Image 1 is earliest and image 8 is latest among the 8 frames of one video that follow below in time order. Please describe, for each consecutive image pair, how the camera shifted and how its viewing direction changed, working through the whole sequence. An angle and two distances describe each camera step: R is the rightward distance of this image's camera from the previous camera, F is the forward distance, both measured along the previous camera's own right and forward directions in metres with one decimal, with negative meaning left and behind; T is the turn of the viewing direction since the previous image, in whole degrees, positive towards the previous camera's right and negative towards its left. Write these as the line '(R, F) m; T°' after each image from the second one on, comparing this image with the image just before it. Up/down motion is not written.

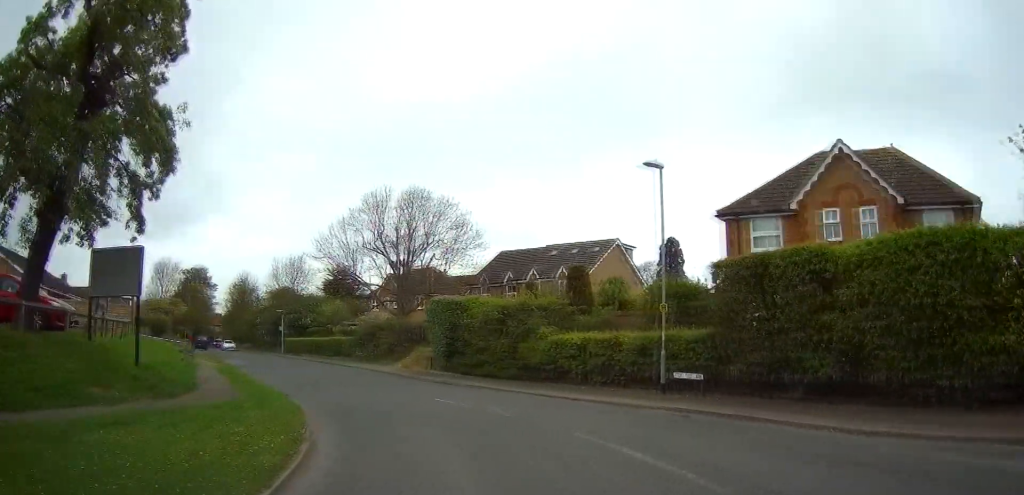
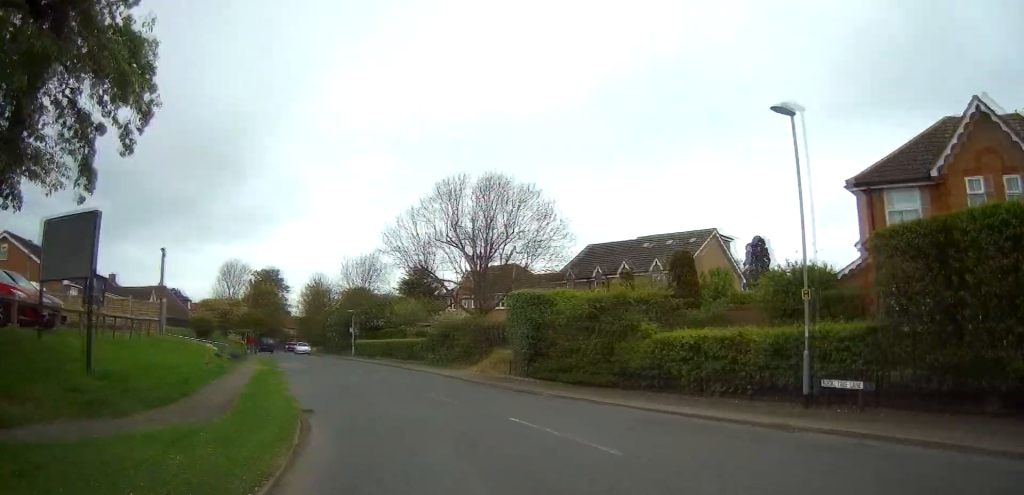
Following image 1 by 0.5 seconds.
(-0.2, +4.6) m; -5°
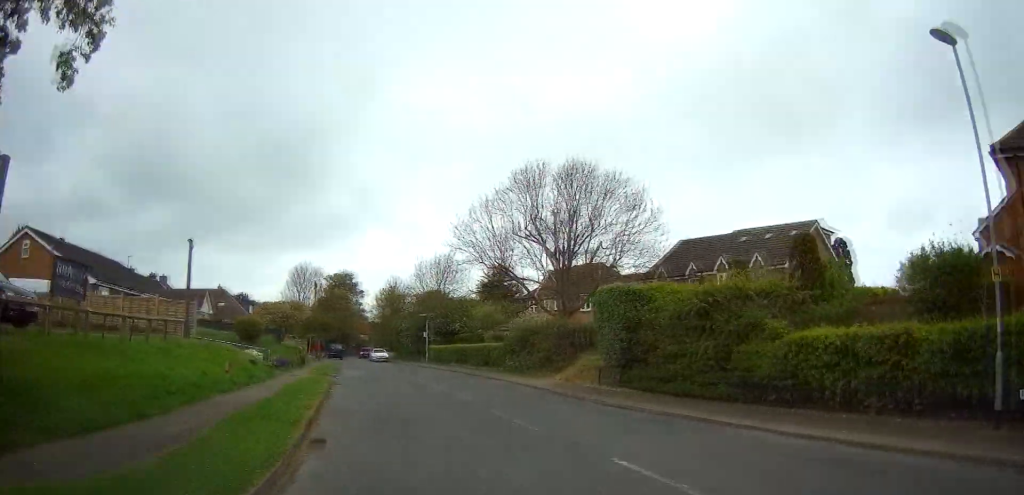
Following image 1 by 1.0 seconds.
(0.0, +4.2) m; -5°
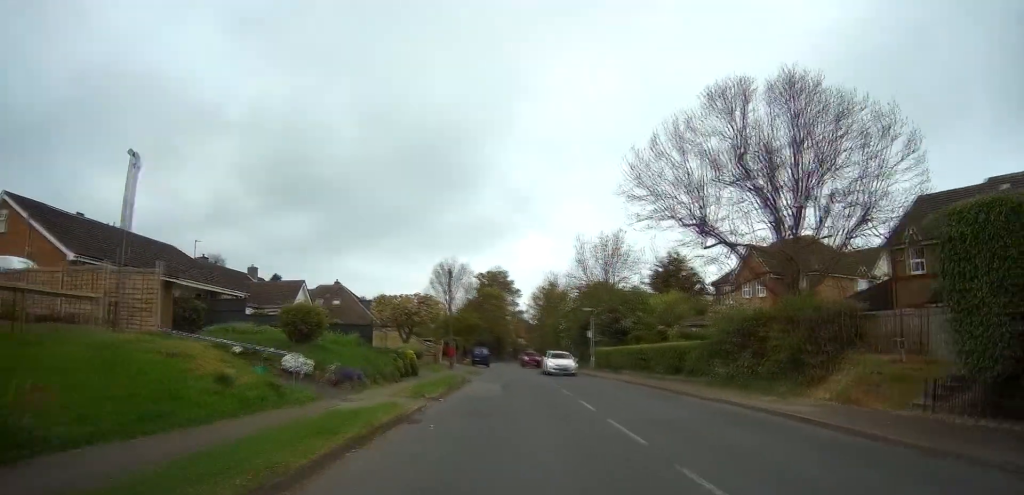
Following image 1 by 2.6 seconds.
(-1.9, +12.9) m; -14°
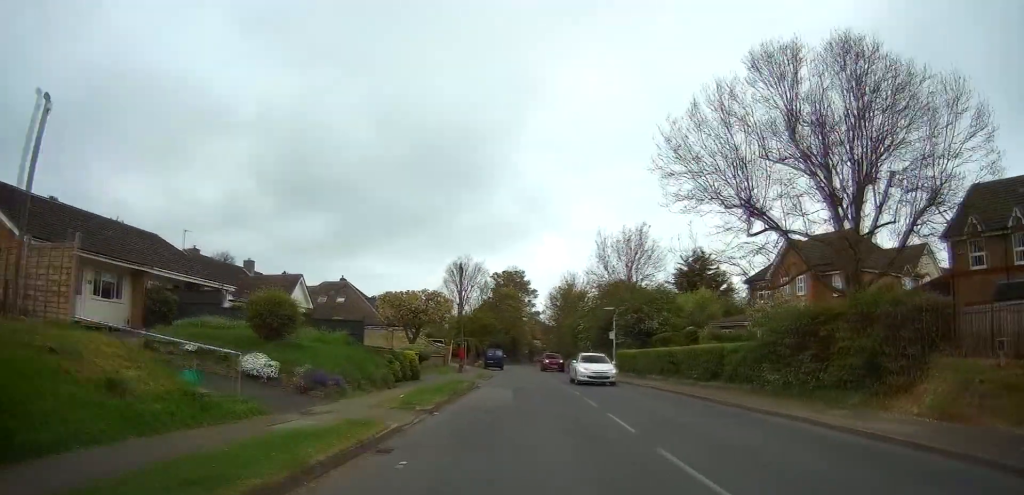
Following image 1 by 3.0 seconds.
(0.0, +3.9) m; -3°
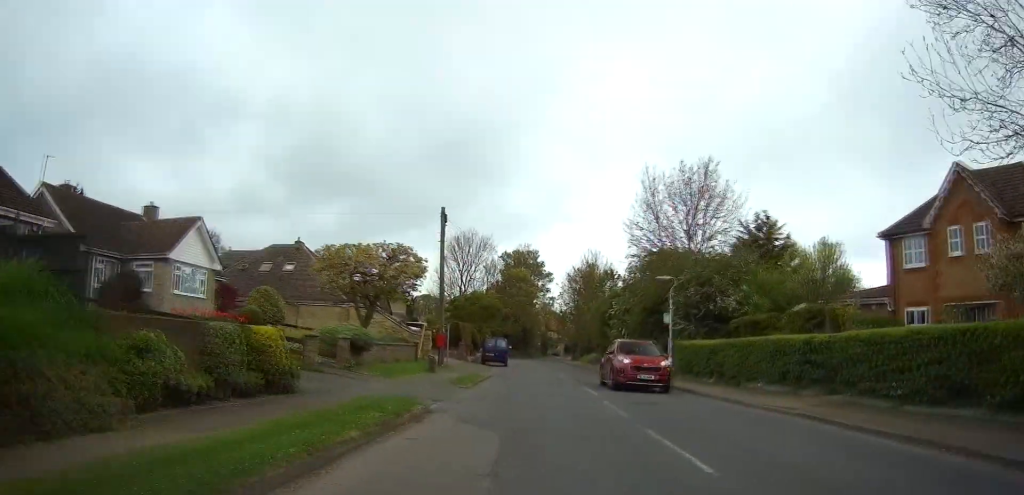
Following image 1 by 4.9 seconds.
(-0.8, +15.5) m; -1°
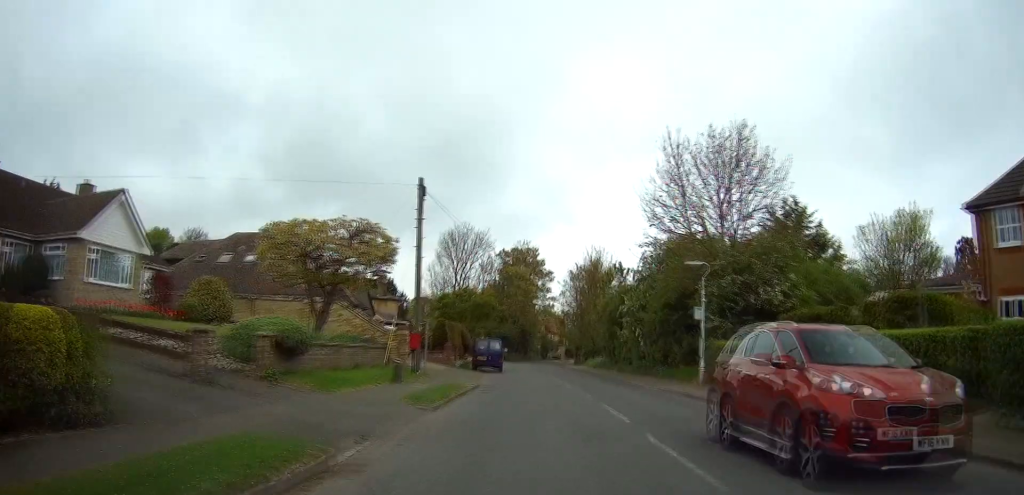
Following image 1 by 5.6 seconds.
(+0.2, +6.2) m; +2°
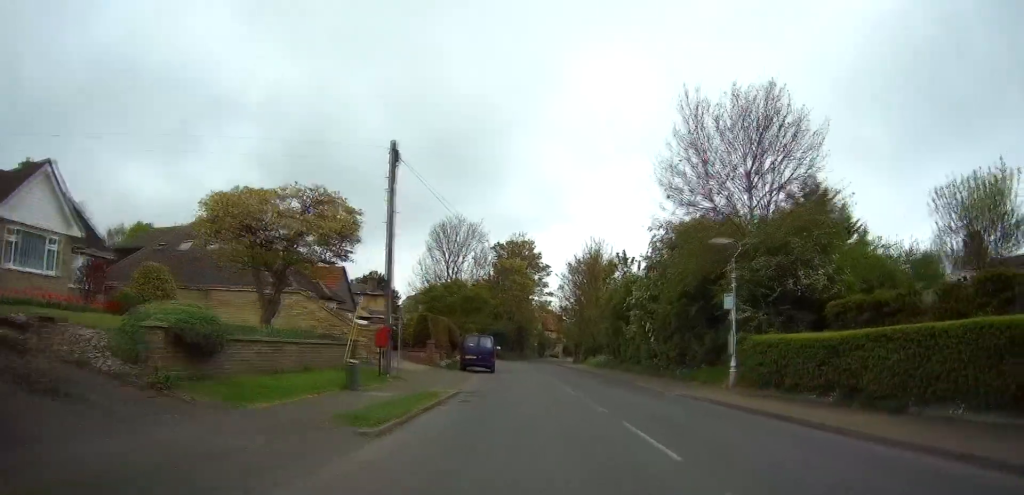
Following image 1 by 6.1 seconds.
(0.0, +4.5) m; 0°
